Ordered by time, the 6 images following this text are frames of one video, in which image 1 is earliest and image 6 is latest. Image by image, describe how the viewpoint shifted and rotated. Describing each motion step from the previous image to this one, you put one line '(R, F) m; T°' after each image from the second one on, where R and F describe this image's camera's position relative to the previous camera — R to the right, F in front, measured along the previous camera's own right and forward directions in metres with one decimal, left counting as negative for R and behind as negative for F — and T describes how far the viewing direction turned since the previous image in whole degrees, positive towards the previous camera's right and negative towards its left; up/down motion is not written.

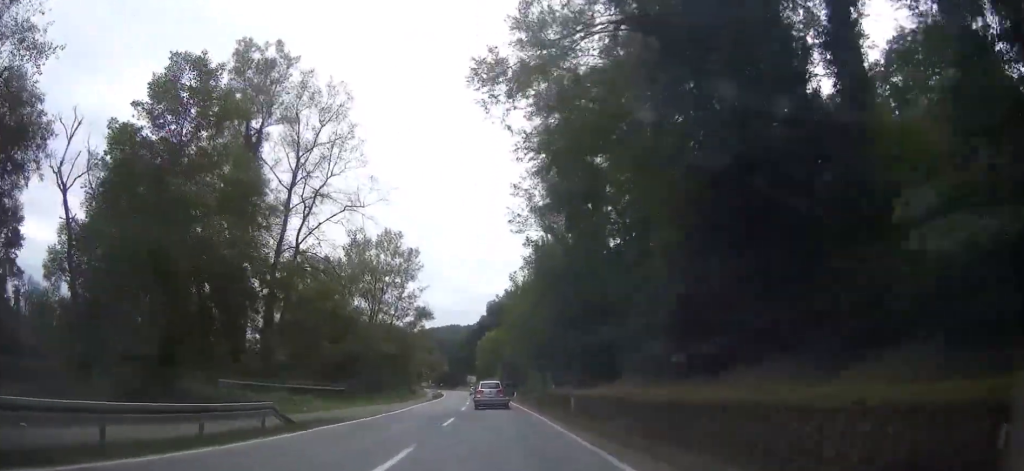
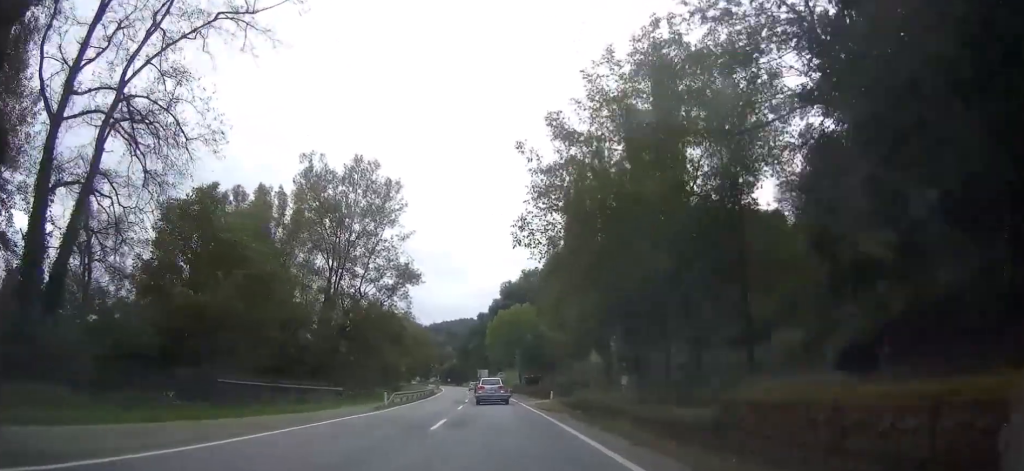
(-0.6, +35.5) m; -2°
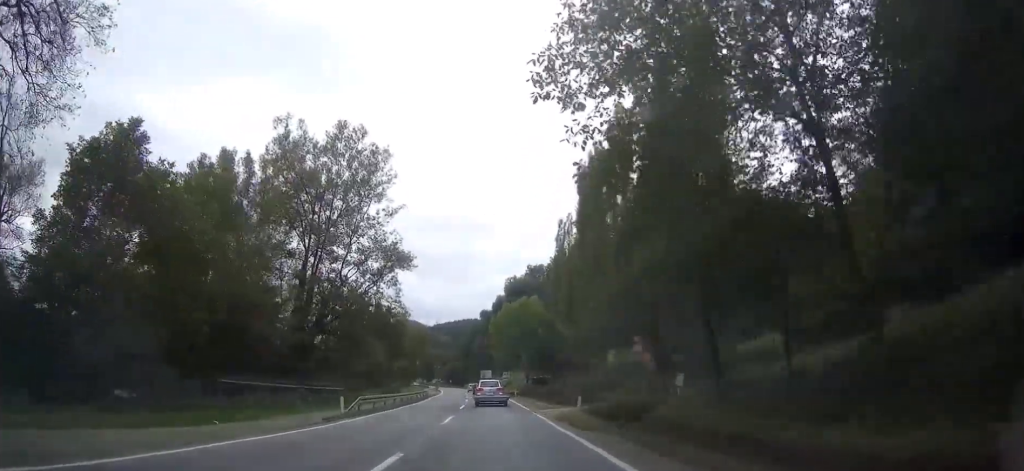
(-0.1, +11.4) m; 0°
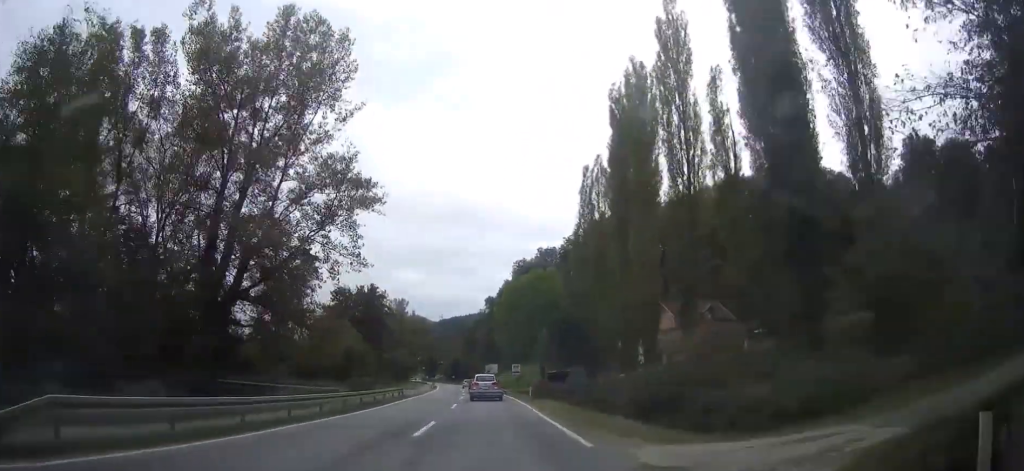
(0.0, +22.6) m; 0°
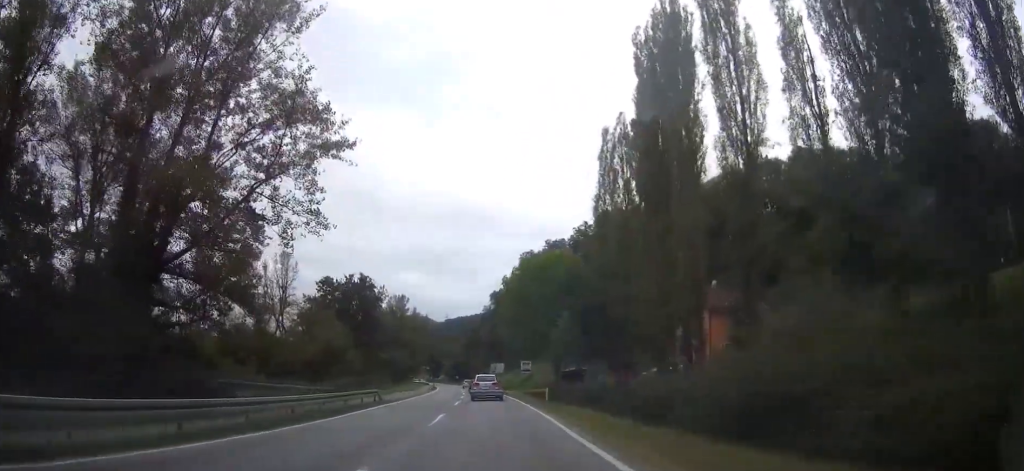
(-0.1, +11.7) m; 0°
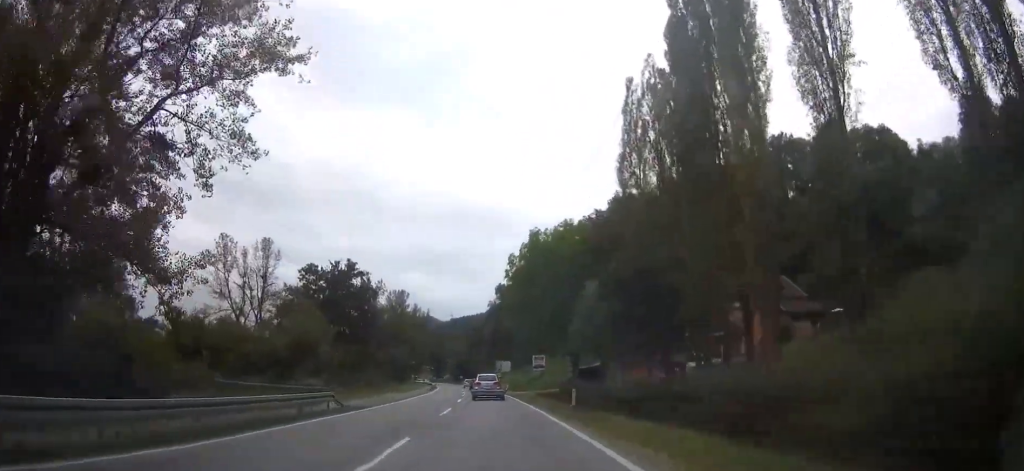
(-0.1, +11.2) m; -1°
